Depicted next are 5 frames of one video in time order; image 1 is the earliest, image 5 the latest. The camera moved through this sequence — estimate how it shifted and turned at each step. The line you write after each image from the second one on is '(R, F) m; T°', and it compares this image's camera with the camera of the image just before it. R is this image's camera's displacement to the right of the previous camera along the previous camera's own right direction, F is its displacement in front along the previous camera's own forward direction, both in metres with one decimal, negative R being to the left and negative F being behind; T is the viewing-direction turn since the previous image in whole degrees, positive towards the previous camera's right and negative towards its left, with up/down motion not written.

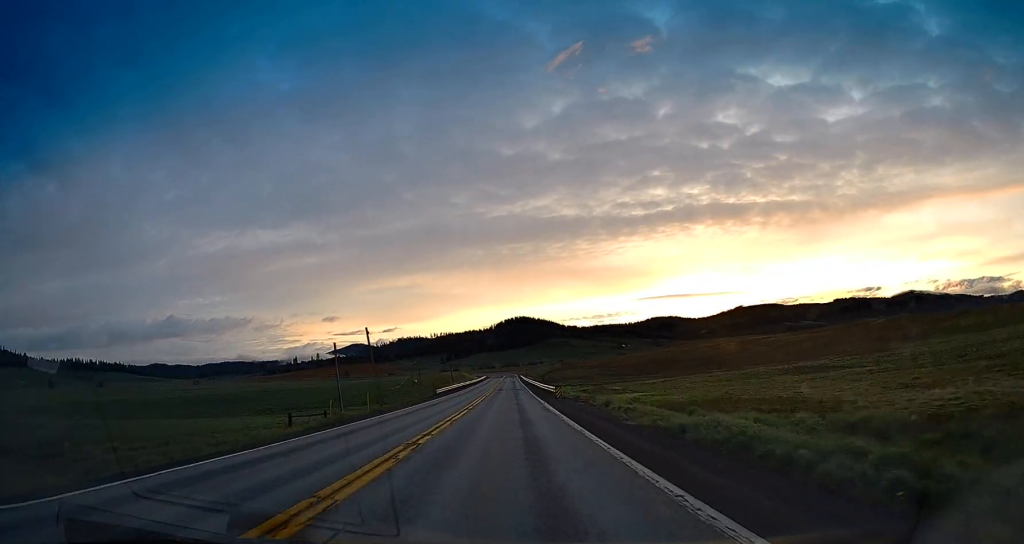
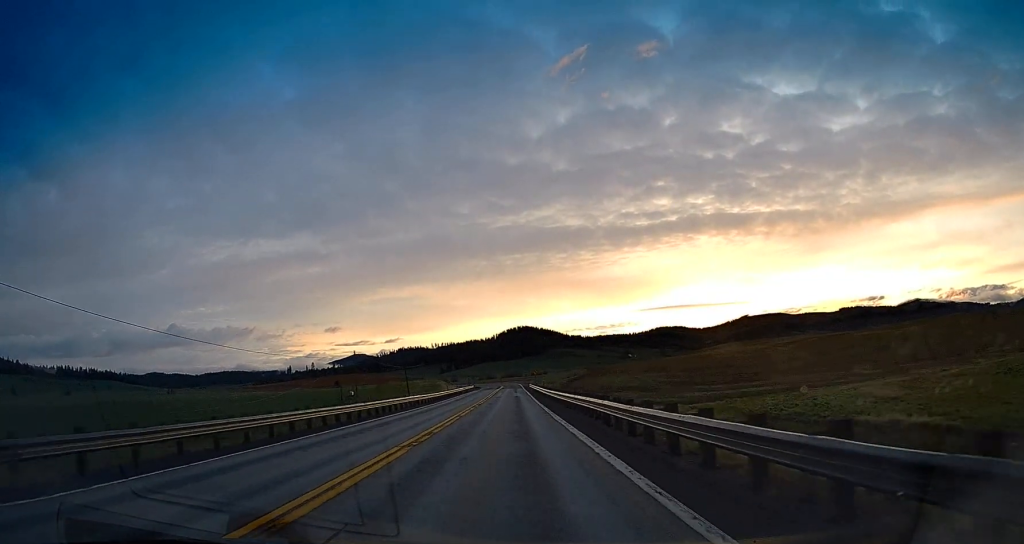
(+0.6, +73.9) m; 0°
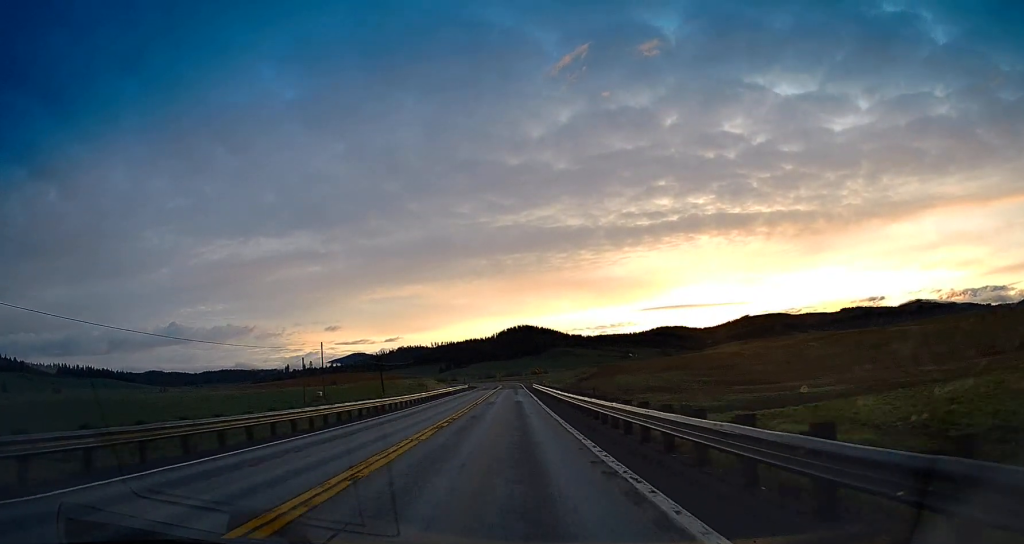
(0.0, +18.4) m; 0°
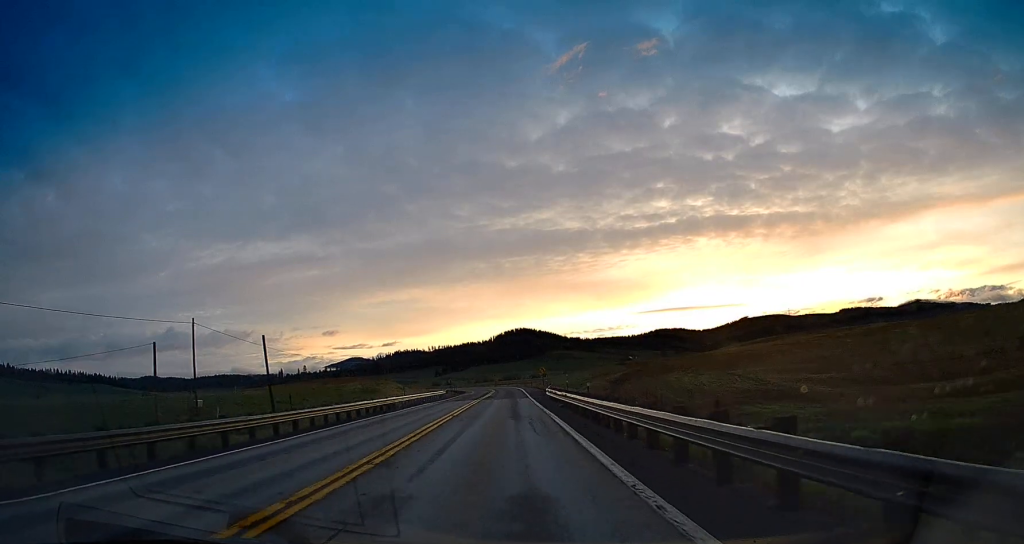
(0.0, +31.5) m; 0°
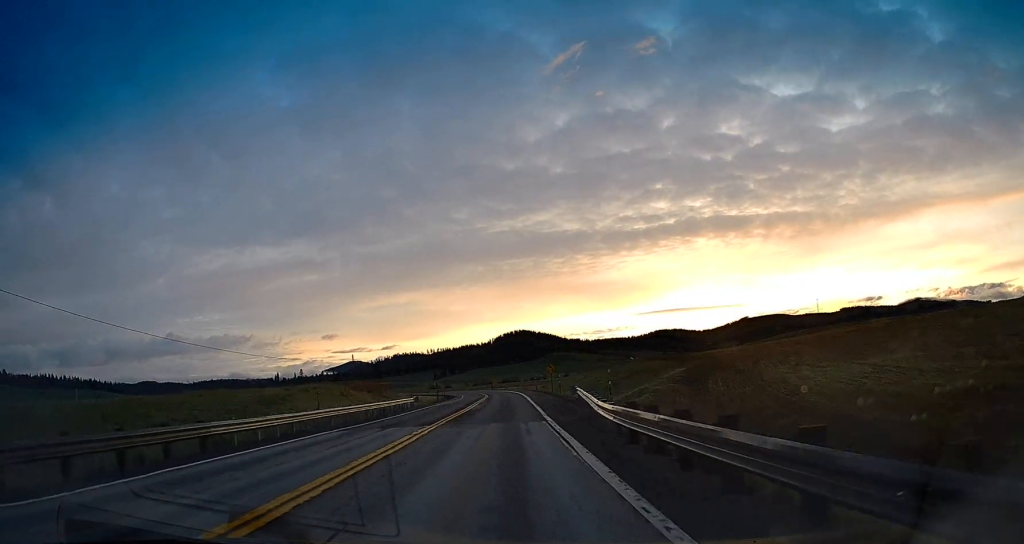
(0.0, +24.3) m; 0°
